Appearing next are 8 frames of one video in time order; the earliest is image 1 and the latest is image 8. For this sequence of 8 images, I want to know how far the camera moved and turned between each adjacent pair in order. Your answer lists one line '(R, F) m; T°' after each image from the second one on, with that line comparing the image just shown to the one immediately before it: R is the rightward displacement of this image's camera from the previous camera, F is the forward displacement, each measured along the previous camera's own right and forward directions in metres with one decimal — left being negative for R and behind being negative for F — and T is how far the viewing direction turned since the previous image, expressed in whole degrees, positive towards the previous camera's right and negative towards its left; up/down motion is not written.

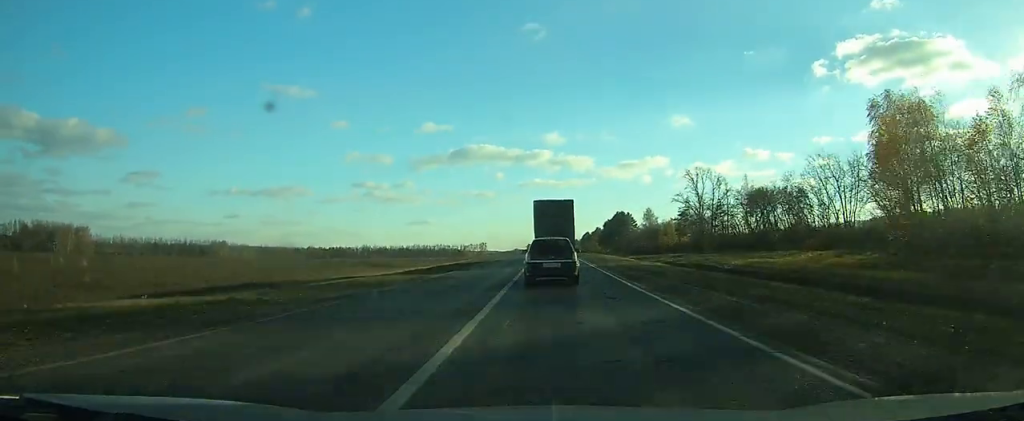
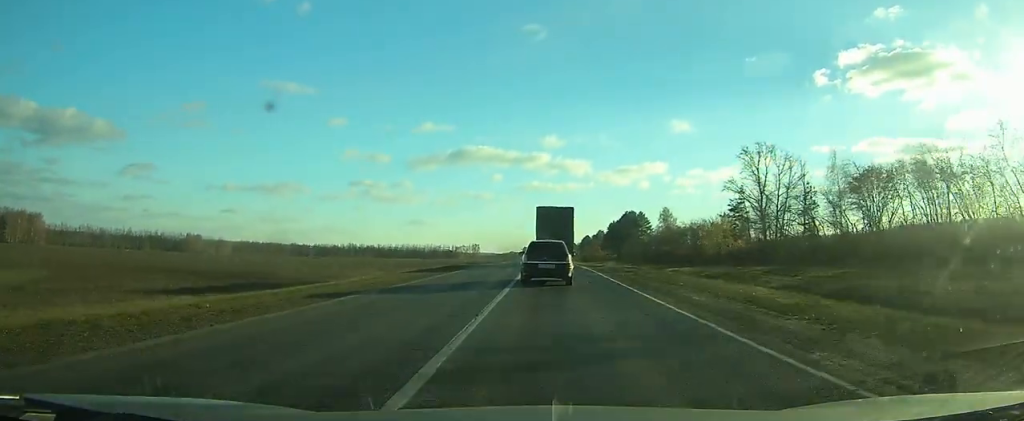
(+0.1, +43.6) m; 0°
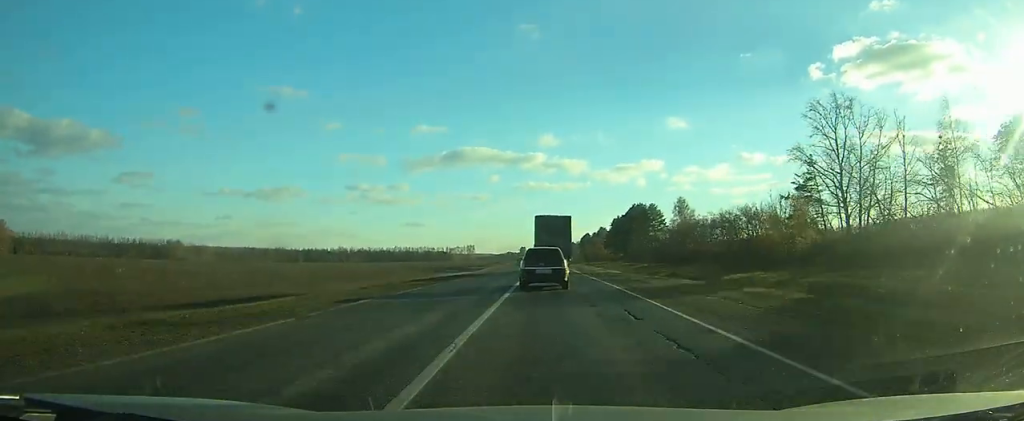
(+0.2, +29.0) m; 0°
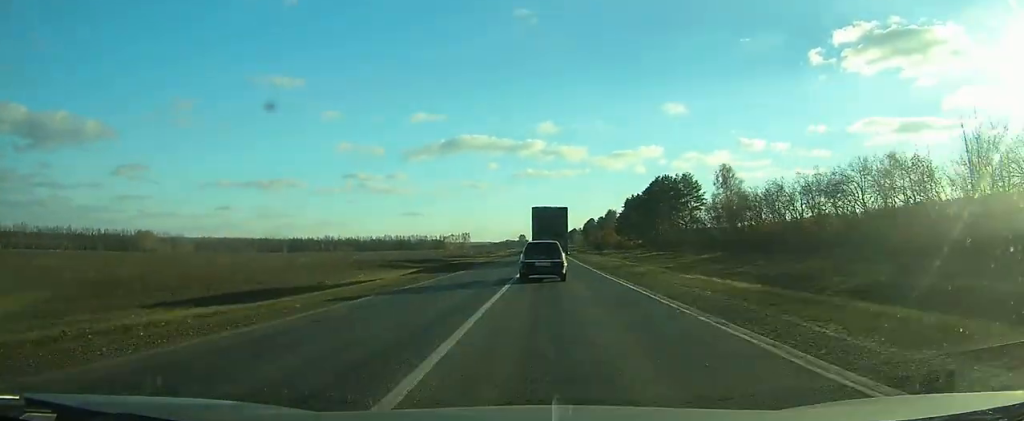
(0.0, +43.4) m; 0°
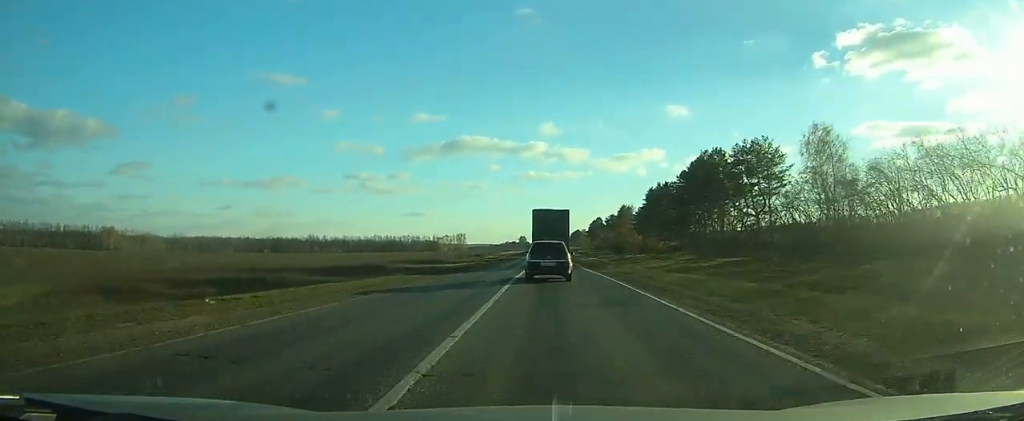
(-0.1, +45.7) m; 0°
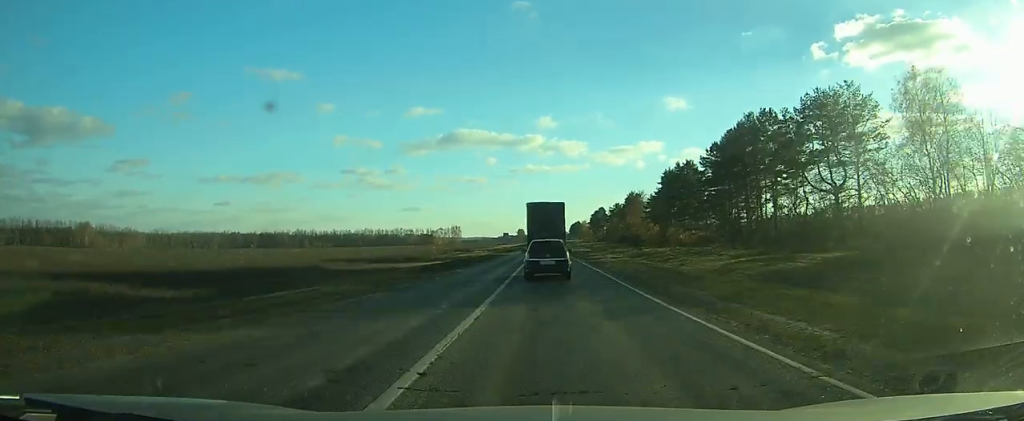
(0.0, +27.9) m; 0°
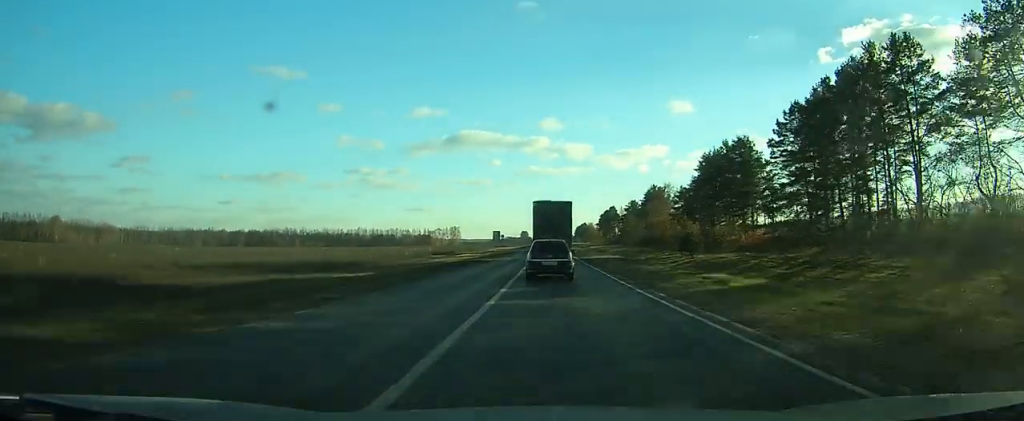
(+0.1, +36.0) m; 0°
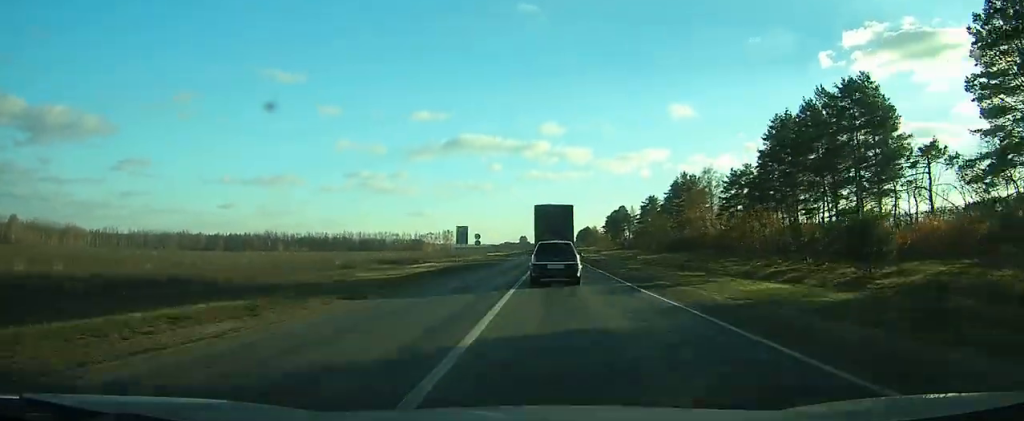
(0.0, +40.3) m; 0°
